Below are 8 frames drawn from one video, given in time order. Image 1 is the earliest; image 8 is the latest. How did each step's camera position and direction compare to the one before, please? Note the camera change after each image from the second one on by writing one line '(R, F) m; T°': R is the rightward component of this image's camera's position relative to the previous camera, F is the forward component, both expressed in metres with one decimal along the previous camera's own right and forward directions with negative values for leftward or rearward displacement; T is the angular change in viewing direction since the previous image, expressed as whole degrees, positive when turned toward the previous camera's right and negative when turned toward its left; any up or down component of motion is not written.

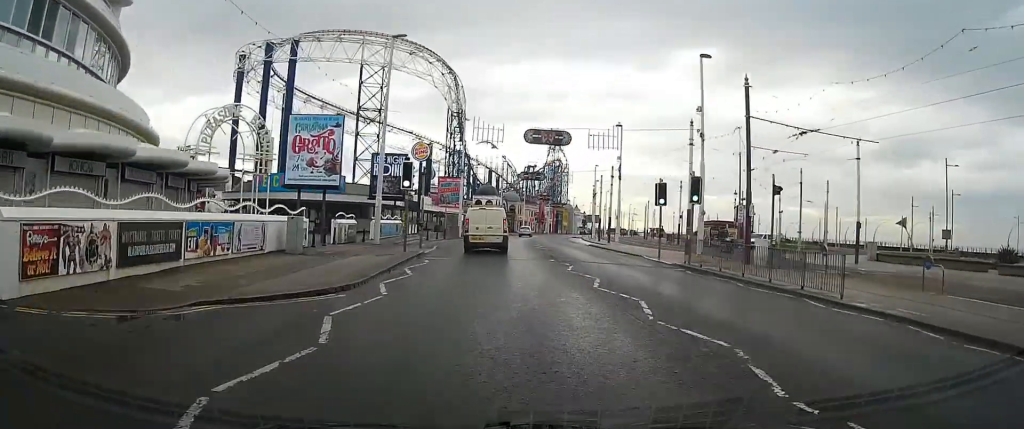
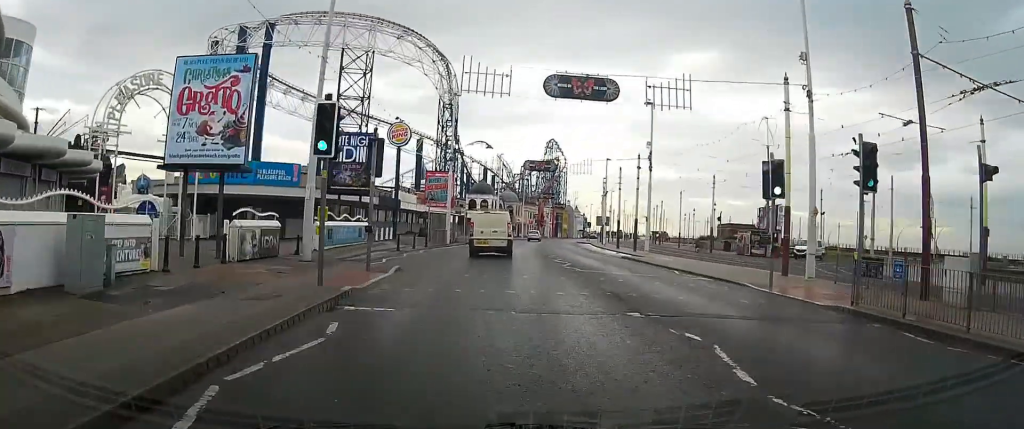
(+0.1, +12.9) m; +1°
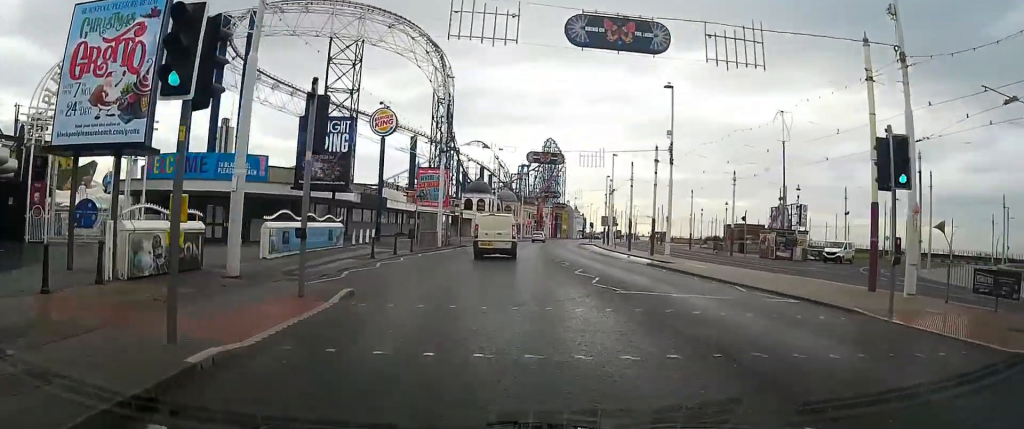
(-0.1, +6.2) m; 0°
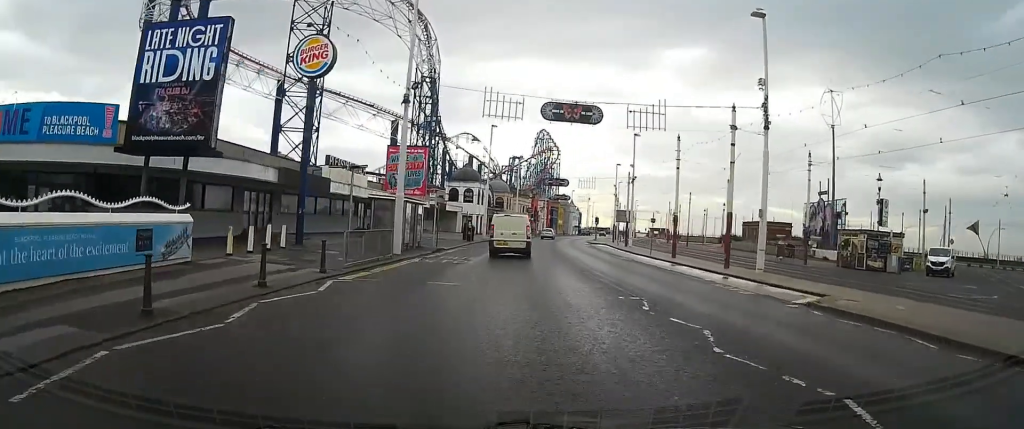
(+0.2, +15.9) m; +1°
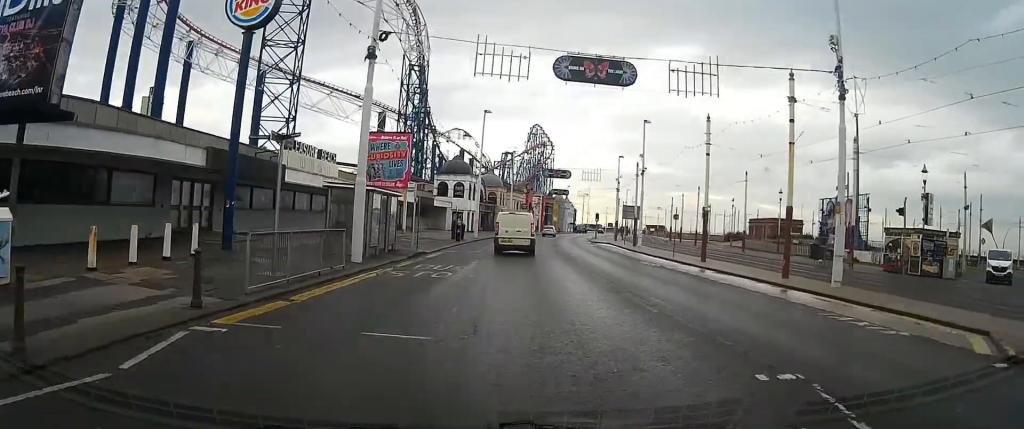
(0.0, +6.9) m; 0°
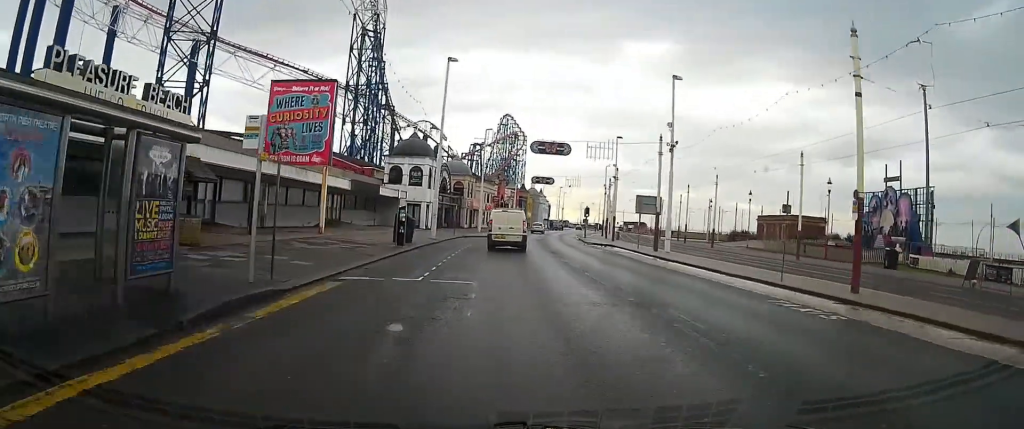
(0.0, +17.1) m; +1°
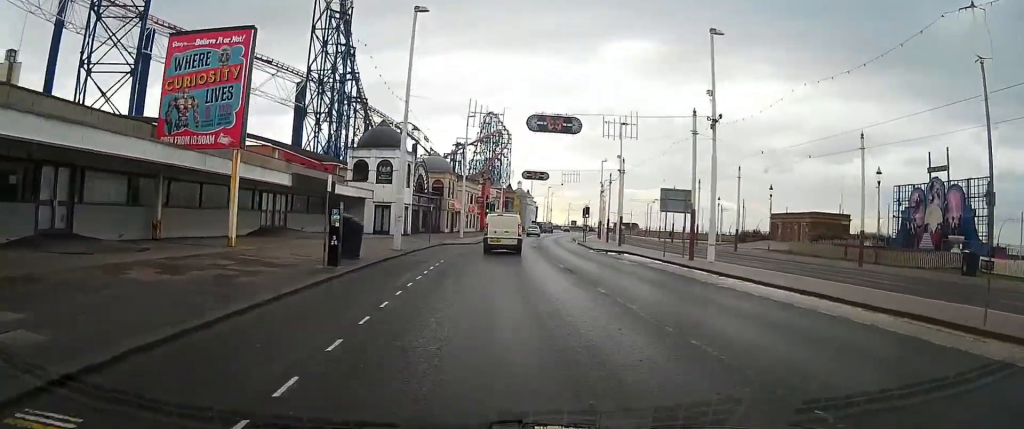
(+0.2, +10.1) m; +2°
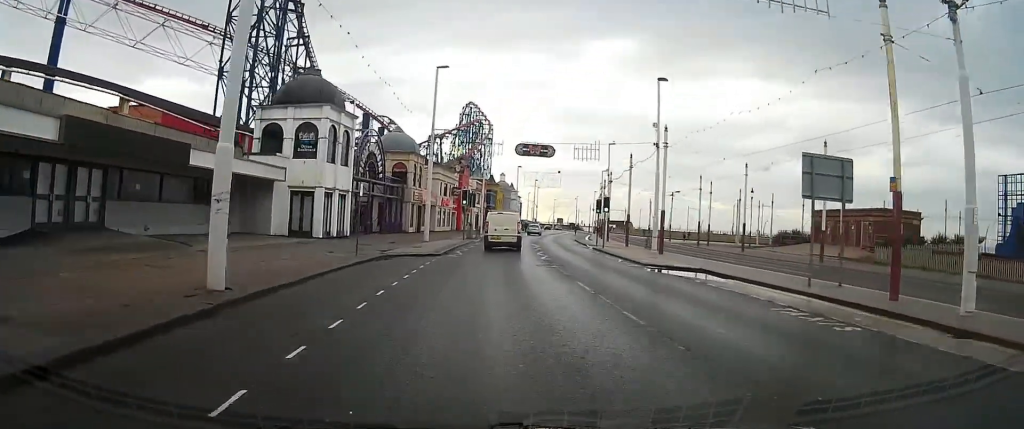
(+0.5, +18.1) m; +3°
